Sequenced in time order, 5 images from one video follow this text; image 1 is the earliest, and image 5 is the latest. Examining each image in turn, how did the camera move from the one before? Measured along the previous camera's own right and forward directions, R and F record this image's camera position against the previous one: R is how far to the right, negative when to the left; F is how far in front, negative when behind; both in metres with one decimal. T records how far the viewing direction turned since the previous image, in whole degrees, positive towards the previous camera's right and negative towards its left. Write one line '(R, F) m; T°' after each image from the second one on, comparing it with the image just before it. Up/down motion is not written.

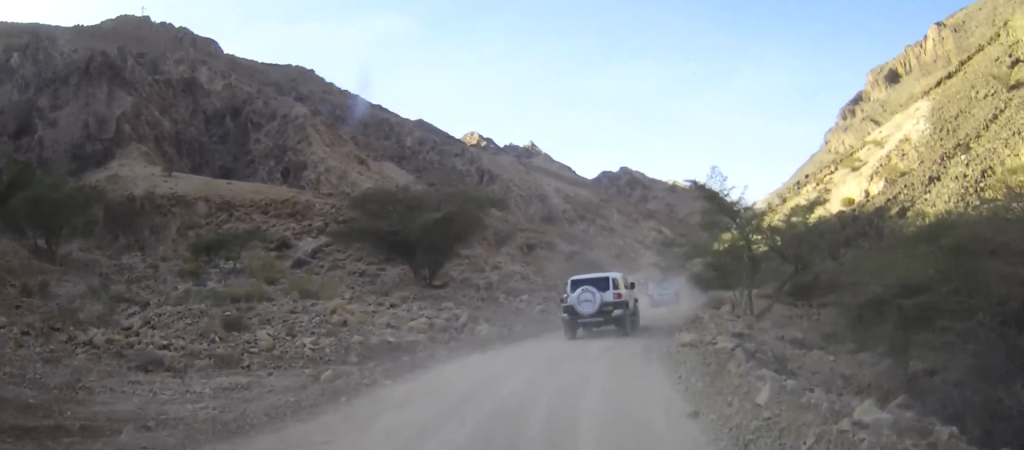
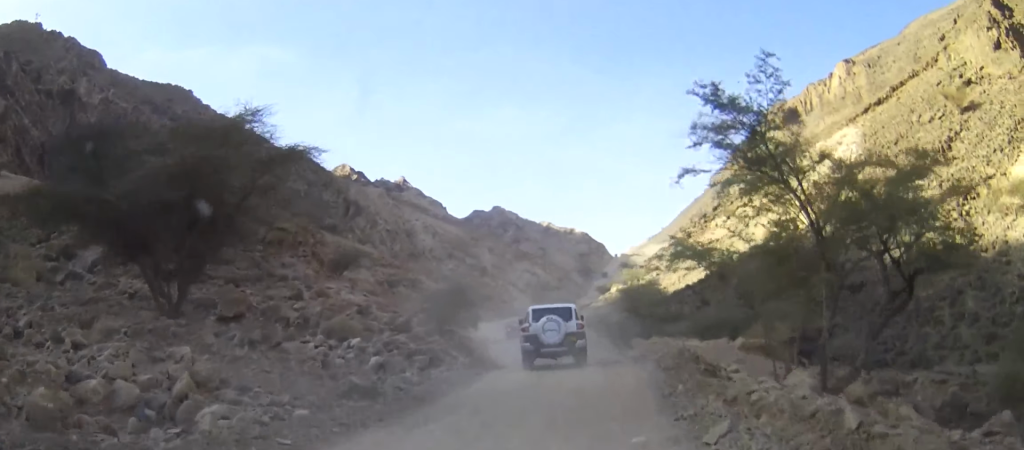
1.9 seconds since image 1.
(+1.2, +13.5) m; +10°
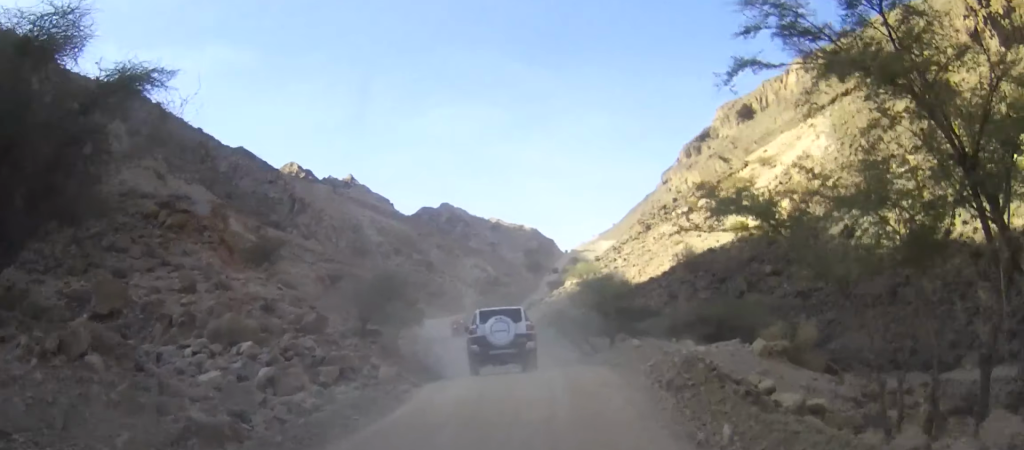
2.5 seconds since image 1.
(+0.1, +4.9) m; +3°
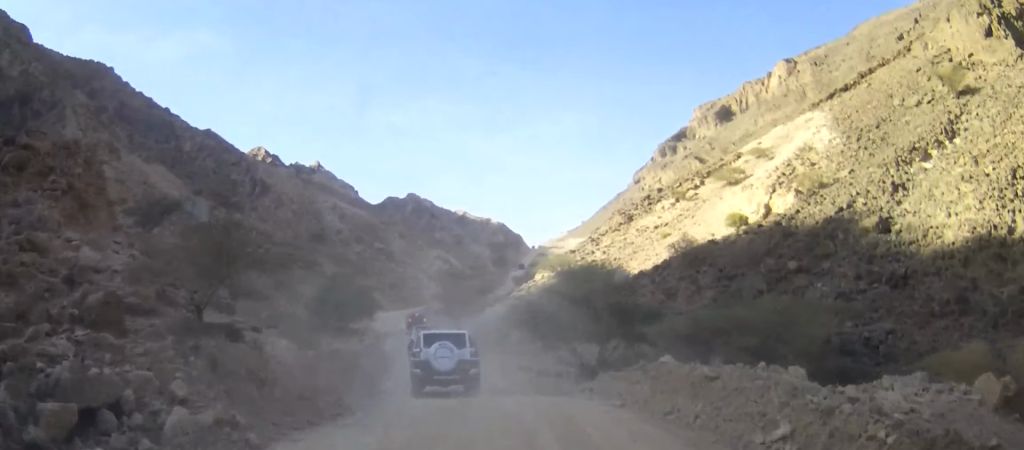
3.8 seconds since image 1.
(+0.3, +8.8) m; +2°
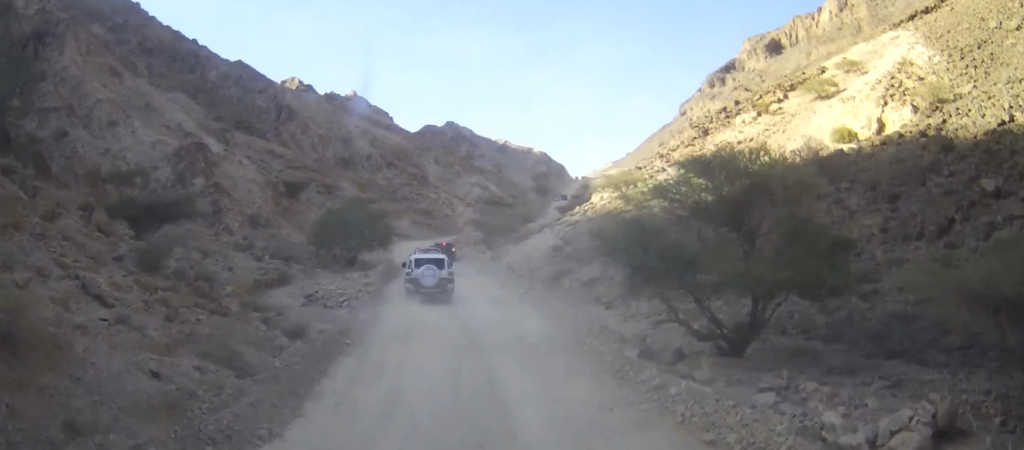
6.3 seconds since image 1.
(-0.3, +15.0) m; -3°
